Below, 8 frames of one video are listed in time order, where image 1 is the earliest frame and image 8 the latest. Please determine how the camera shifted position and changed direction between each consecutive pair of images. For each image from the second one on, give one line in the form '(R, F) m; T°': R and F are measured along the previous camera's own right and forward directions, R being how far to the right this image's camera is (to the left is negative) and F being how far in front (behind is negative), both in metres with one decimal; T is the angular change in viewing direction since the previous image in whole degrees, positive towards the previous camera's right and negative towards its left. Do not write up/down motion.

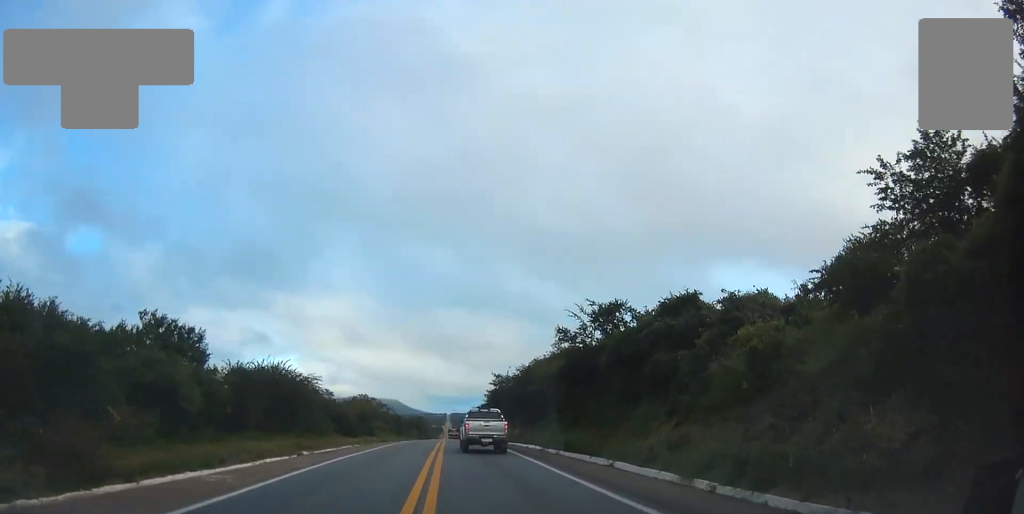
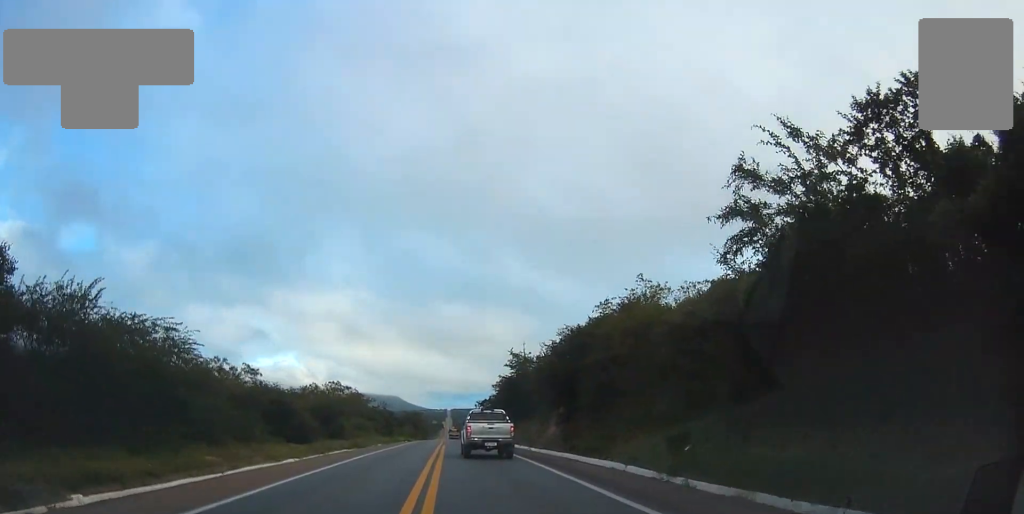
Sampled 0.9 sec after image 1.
(0.0, +21.1) m; -1°
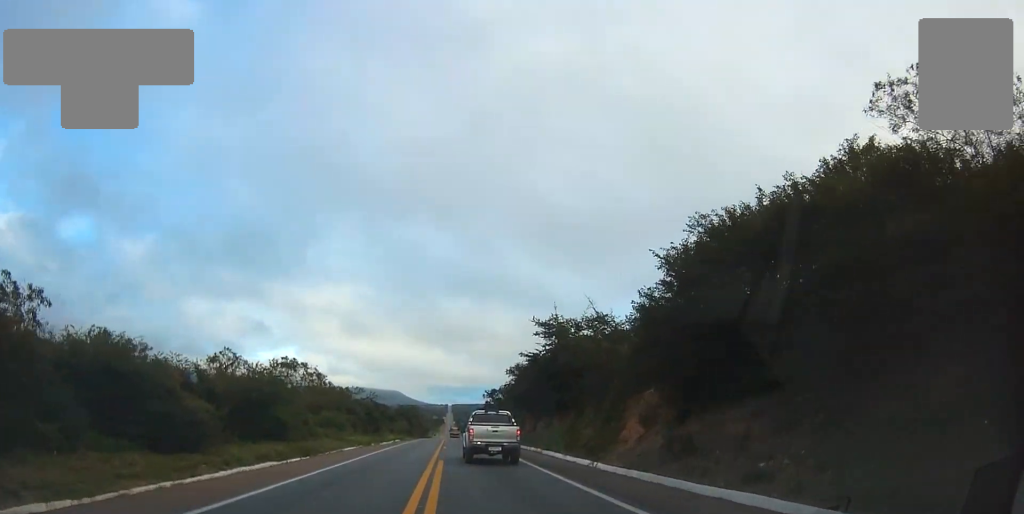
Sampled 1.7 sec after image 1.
(-0.2, +19.3) m; -1°
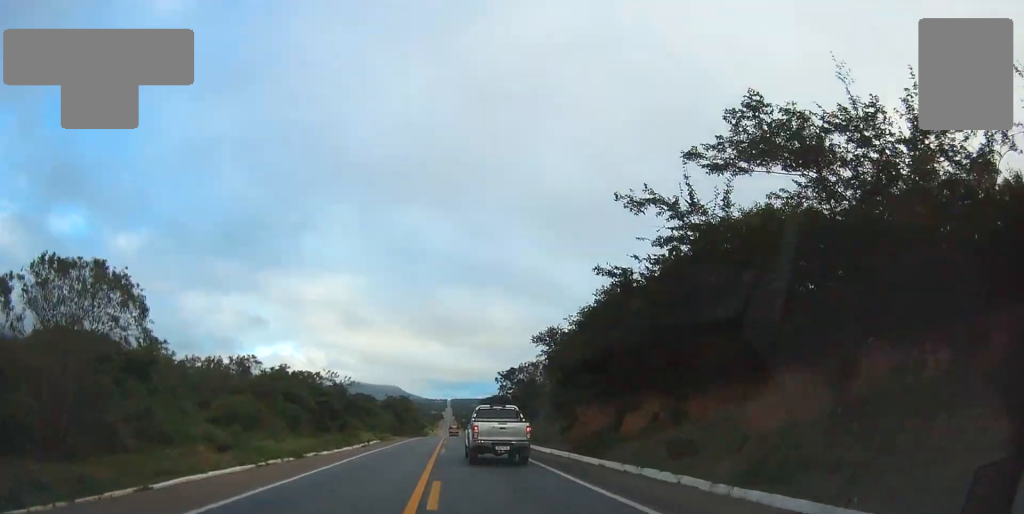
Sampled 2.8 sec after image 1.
(-0.1, +24.9) m; +1°
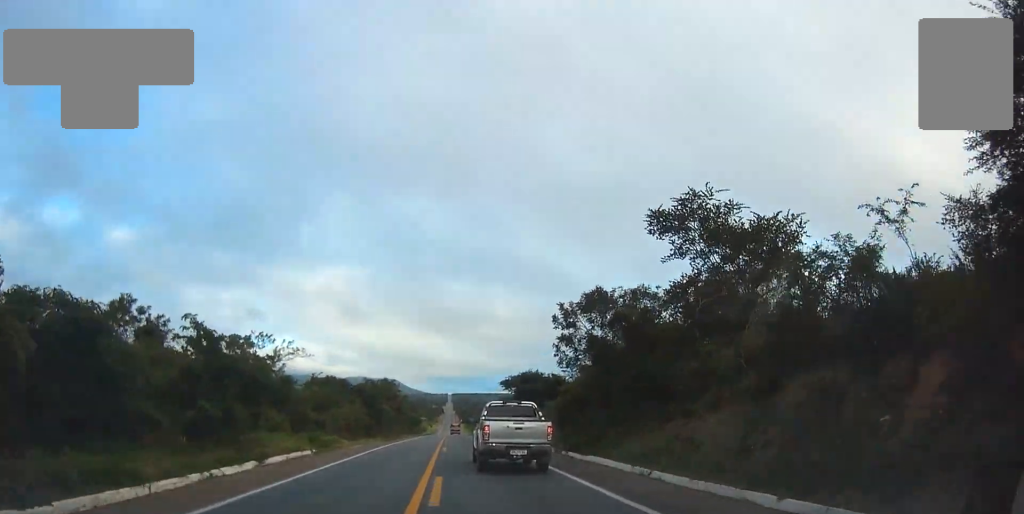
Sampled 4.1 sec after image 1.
(+0.4, +30.3) m; 0°
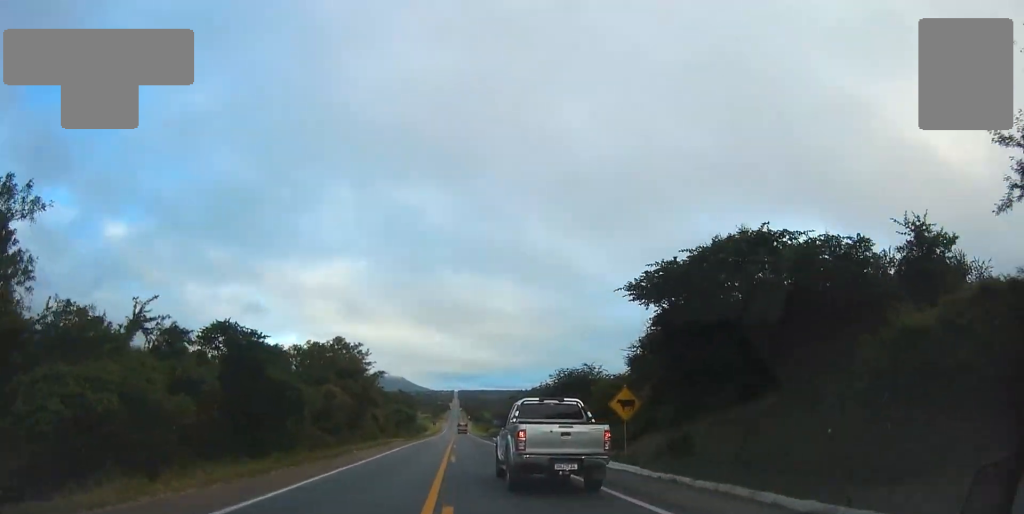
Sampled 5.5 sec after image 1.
(-0.7, +35.0) m; -1°
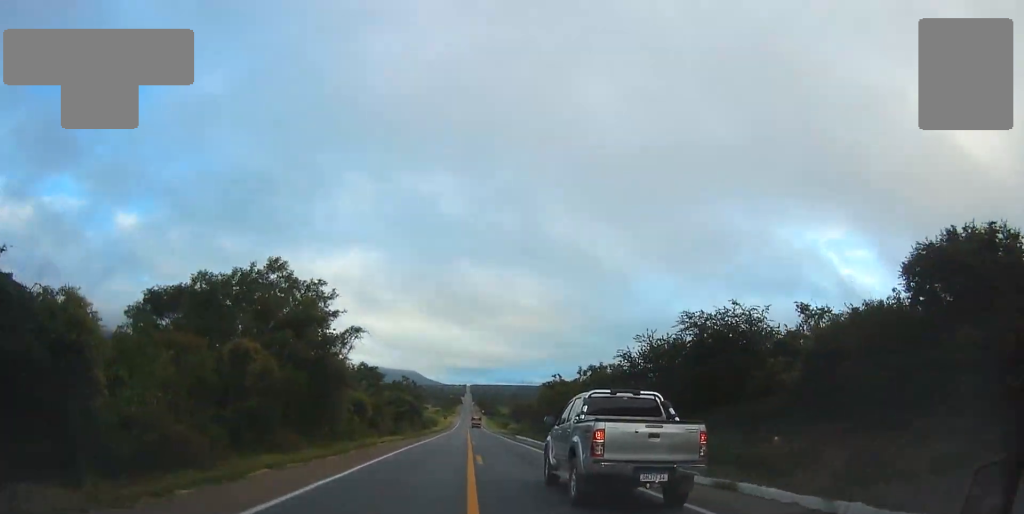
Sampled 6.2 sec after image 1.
(+0.1, +18.4) m; +1°
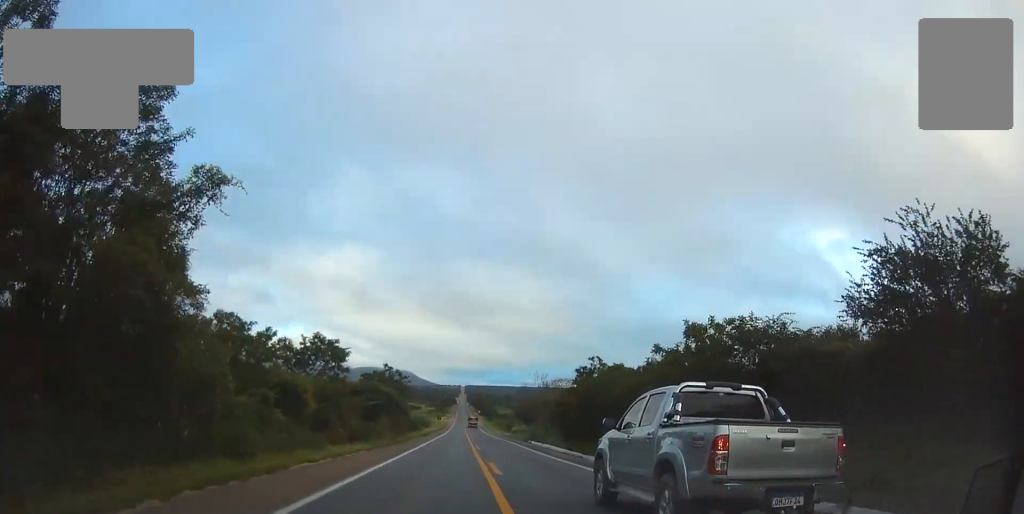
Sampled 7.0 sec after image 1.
(+0.2, +17.9) m; 0°
